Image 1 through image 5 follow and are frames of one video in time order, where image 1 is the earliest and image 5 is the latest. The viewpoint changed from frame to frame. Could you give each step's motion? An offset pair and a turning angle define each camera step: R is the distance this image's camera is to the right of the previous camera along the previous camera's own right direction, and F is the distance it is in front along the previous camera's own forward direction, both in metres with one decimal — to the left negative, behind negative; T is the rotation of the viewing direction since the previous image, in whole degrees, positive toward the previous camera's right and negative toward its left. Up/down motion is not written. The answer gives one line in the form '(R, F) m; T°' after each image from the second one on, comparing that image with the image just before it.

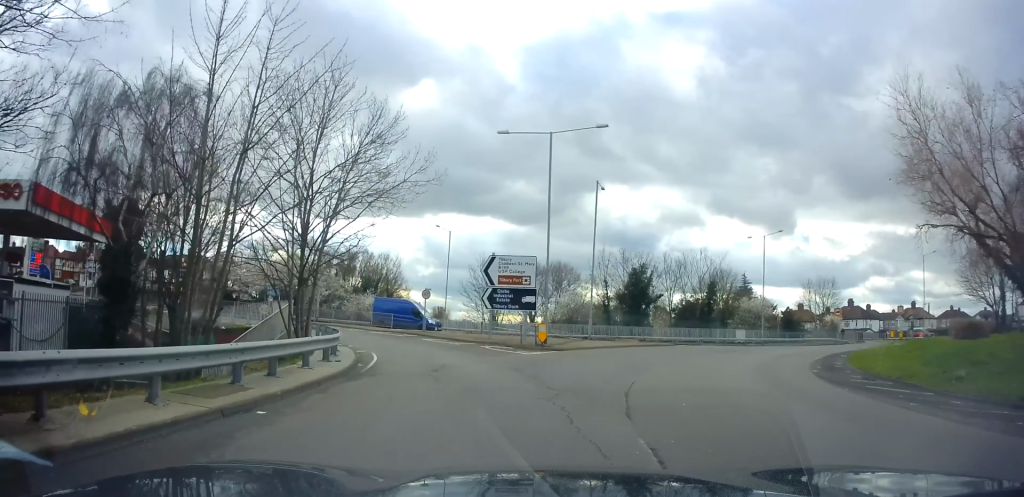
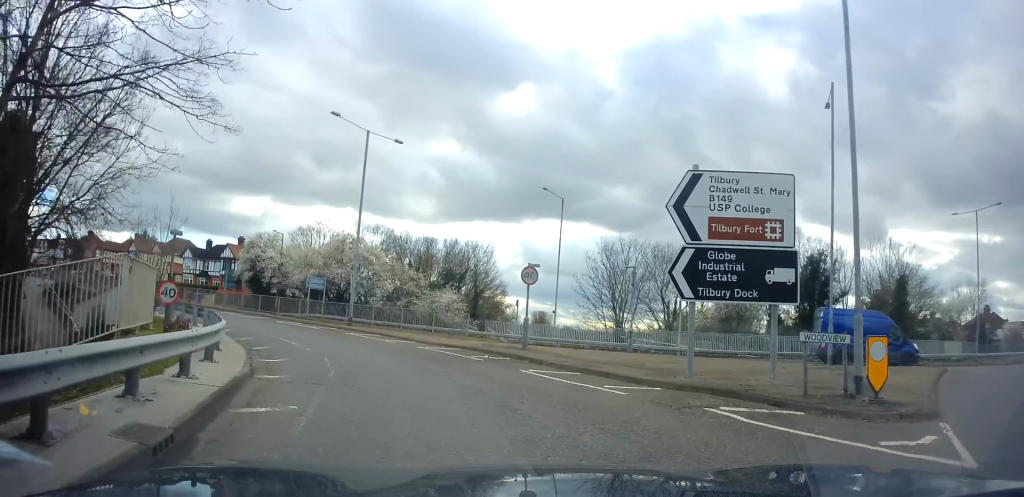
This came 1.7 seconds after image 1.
(-1.2, +17.4) m; -9°
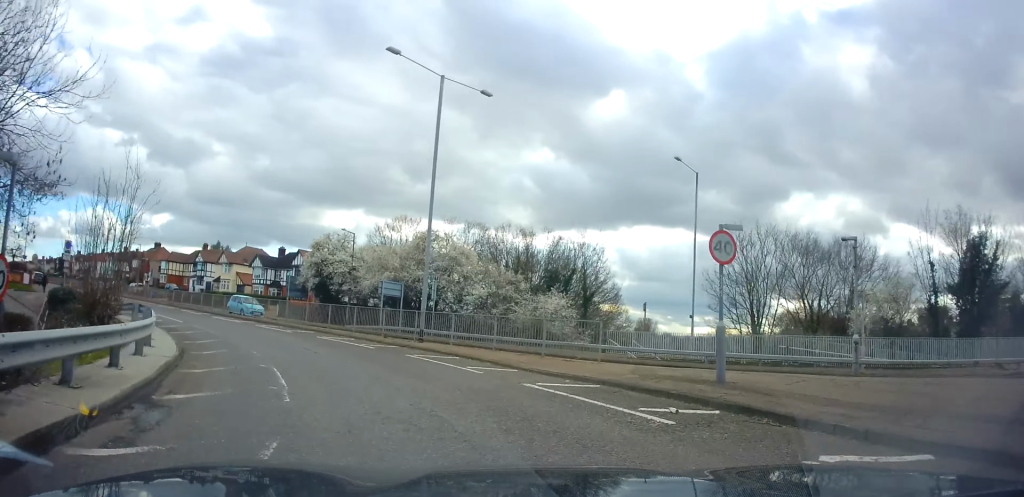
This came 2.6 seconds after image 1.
(-0.1, +8.6) m; -8°
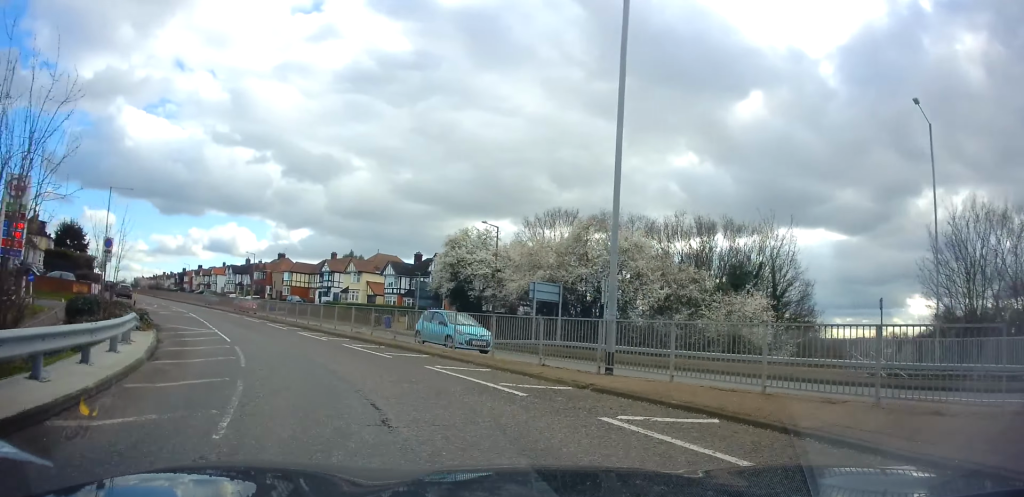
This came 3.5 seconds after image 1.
(-1.2, +8.7) m; -17°
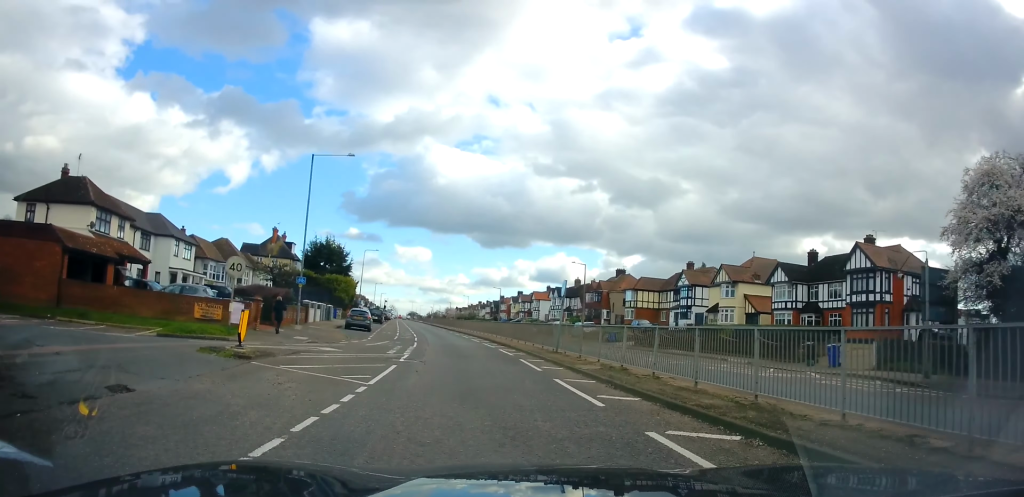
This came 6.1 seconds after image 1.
(-7.9, +22.1) m; -31°
